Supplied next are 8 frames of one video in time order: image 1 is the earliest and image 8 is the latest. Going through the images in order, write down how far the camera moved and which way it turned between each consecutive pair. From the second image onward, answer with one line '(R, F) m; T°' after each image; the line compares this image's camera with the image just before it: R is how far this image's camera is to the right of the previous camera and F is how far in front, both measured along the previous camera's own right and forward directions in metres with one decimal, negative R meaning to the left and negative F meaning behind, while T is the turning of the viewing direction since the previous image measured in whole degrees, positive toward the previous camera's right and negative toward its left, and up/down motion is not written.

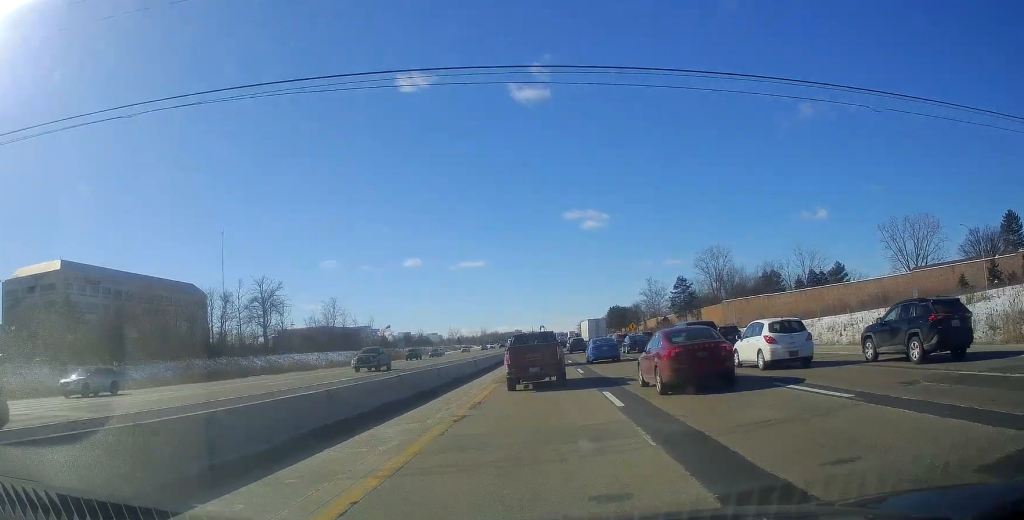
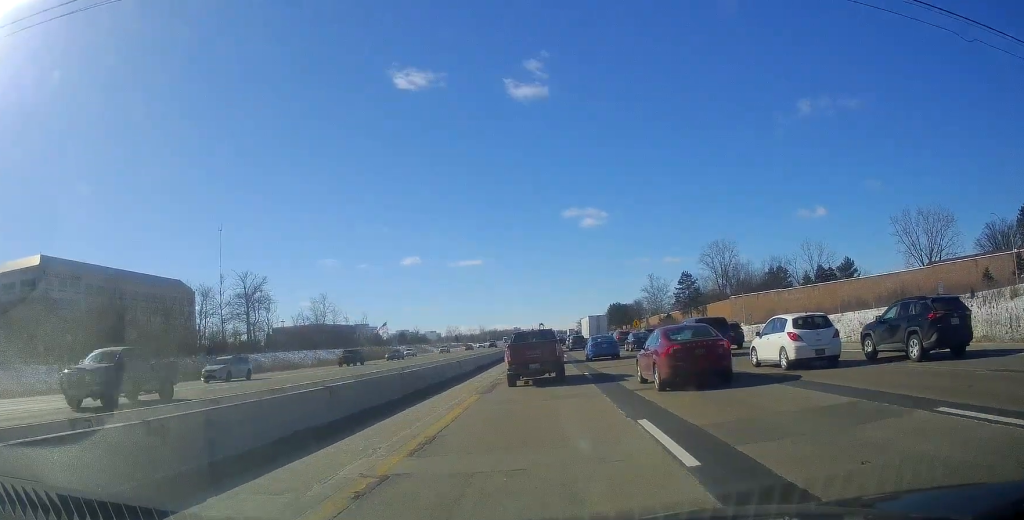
(+0.2, +8.1) m; 0°
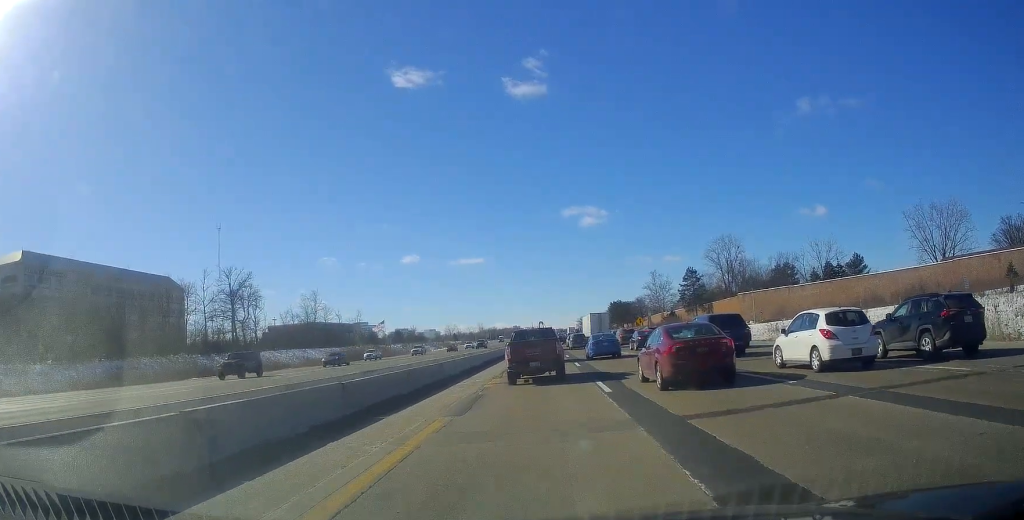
(-0.2, +7.1) m; -1°
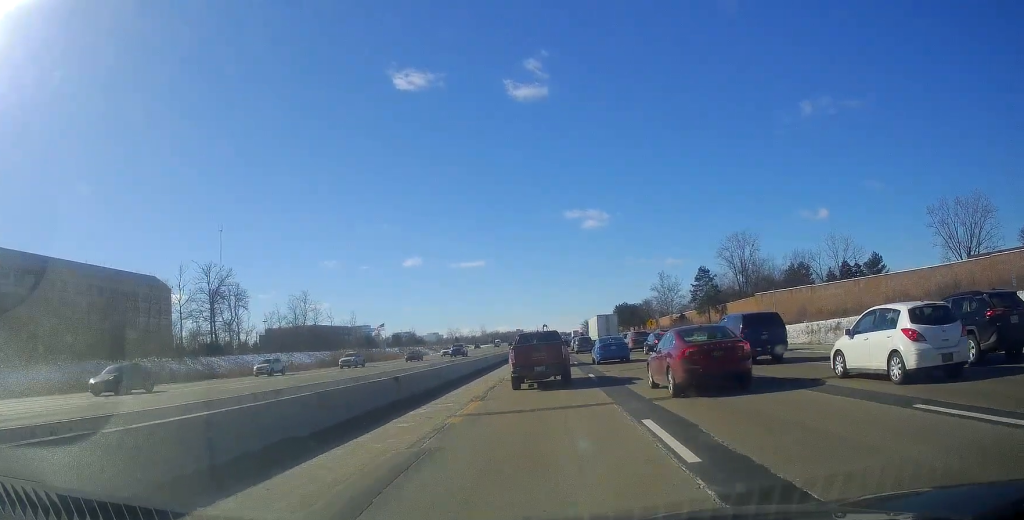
(+0.1, +10.4) m; +2°
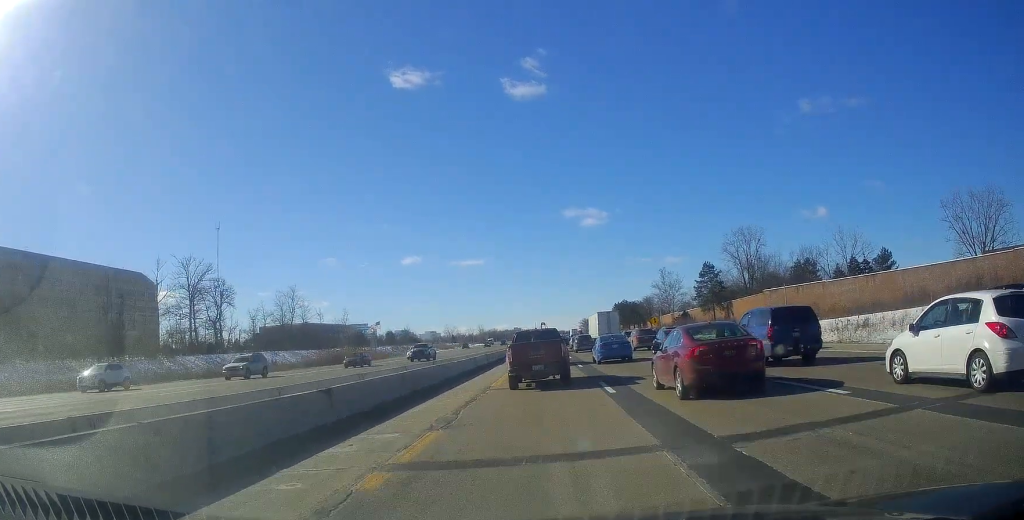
(+0.2, +6.6) m; +1°
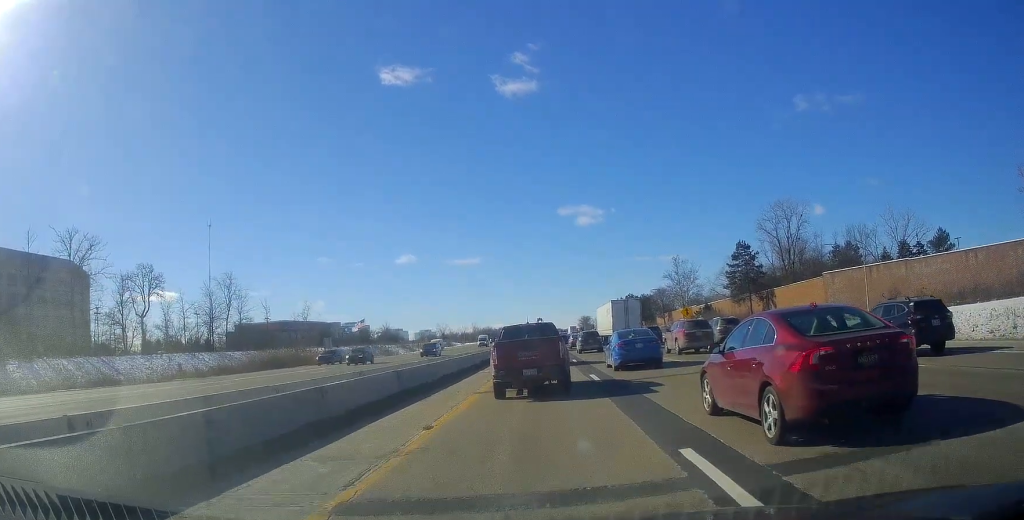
(+0.3, +28.5) m; 0°
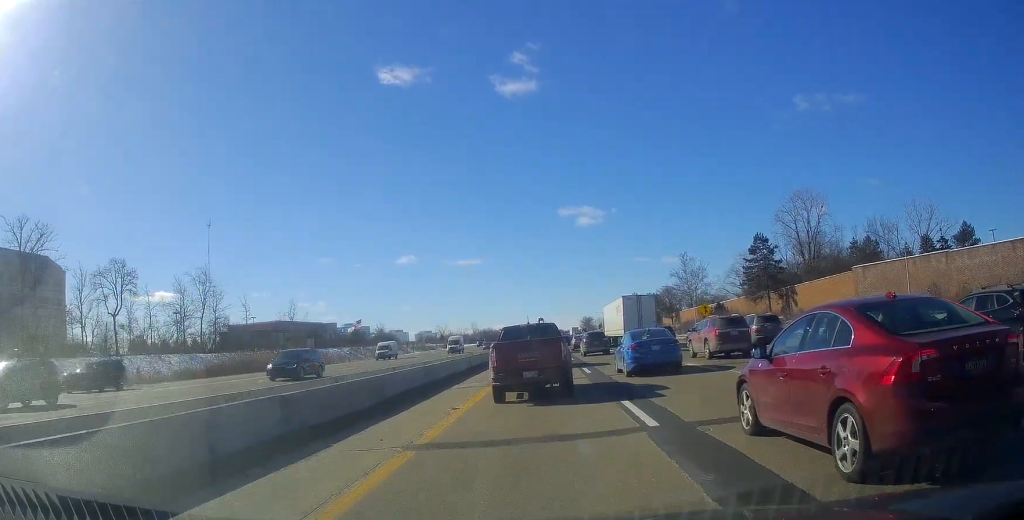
(-0.1, +9.3) m; +1°
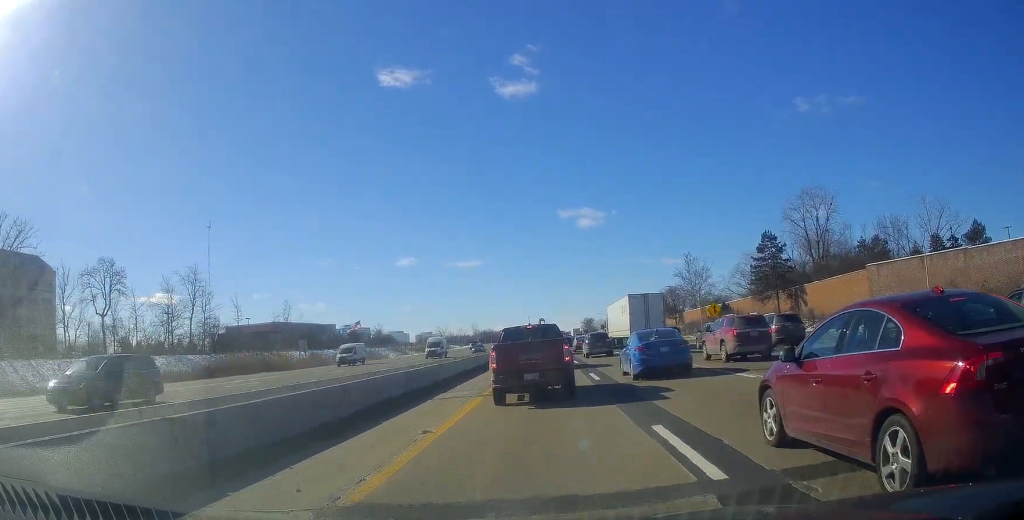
(+0.2, +3.6) m; -1°
